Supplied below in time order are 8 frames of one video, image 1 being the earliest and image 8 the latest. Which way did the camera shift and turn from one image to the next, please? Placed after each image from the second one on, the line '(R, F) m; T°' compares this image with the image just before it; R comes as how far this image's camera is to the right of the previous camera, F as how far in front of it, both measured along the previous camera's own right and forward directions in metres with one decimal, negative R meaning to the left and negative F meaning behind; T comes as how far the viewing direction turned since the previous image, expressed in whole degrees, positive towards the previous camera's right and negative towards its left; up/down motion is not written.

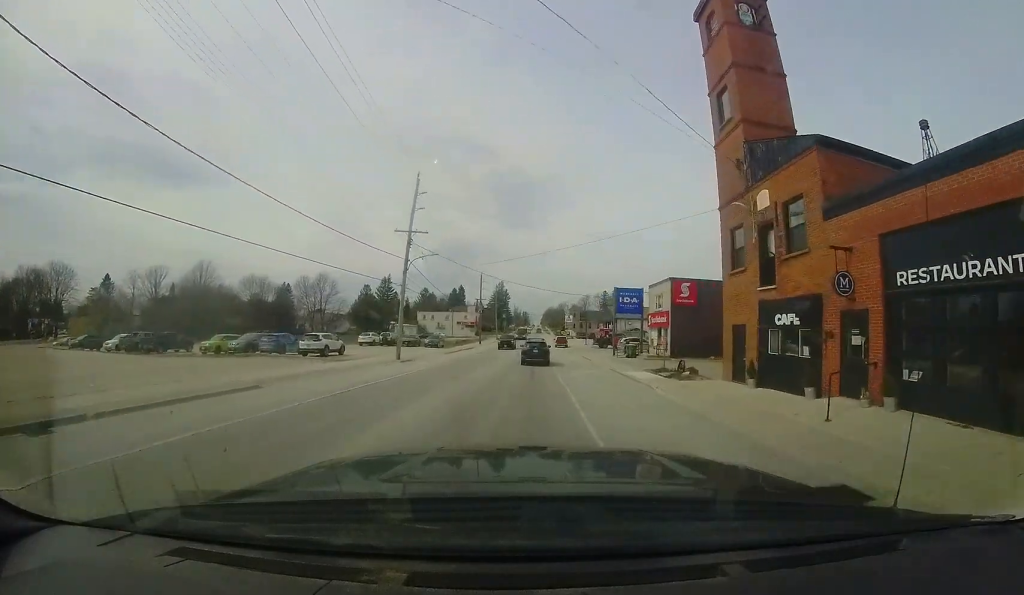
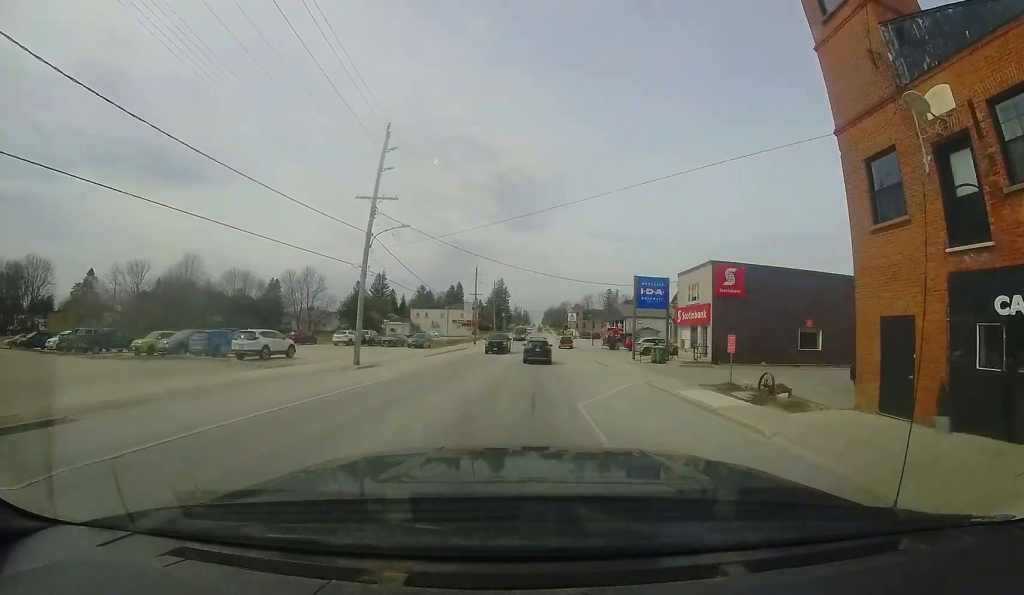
(+0.1, +7.0) m; -1°
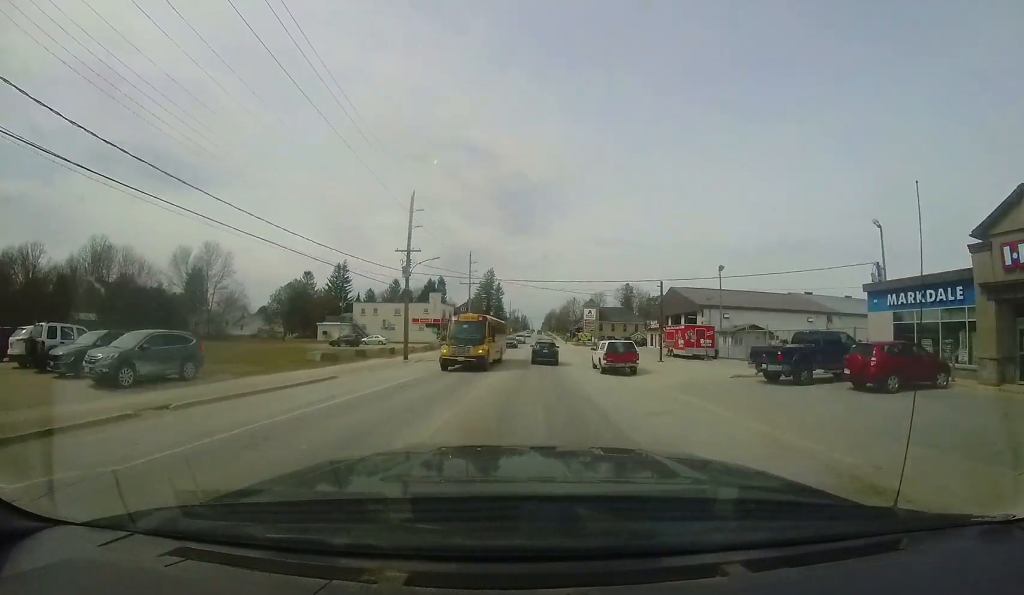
(+0.3, +33.7) m; +1°
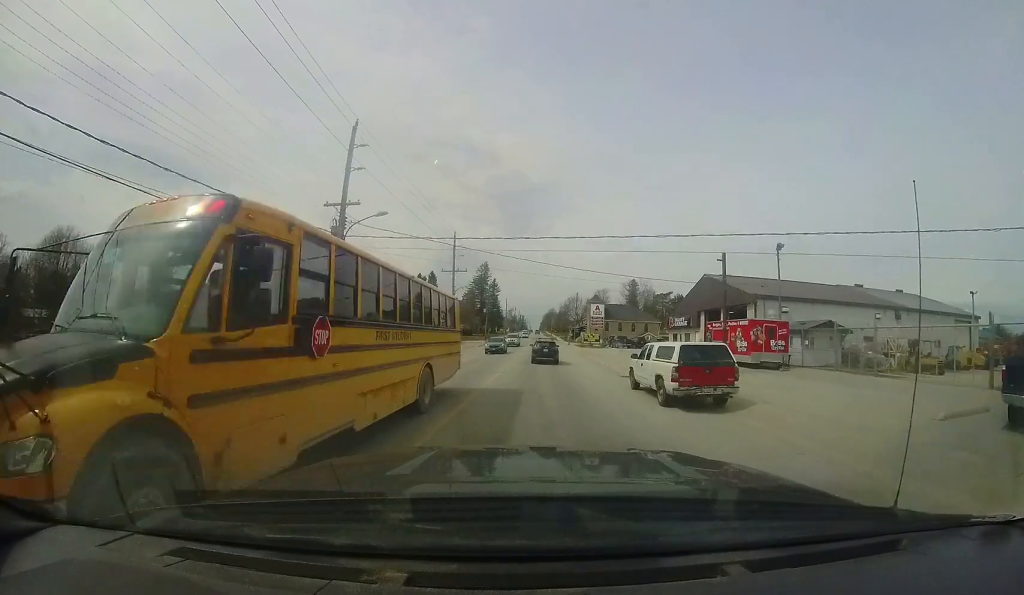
(-0.3, +10.1) m; 0°
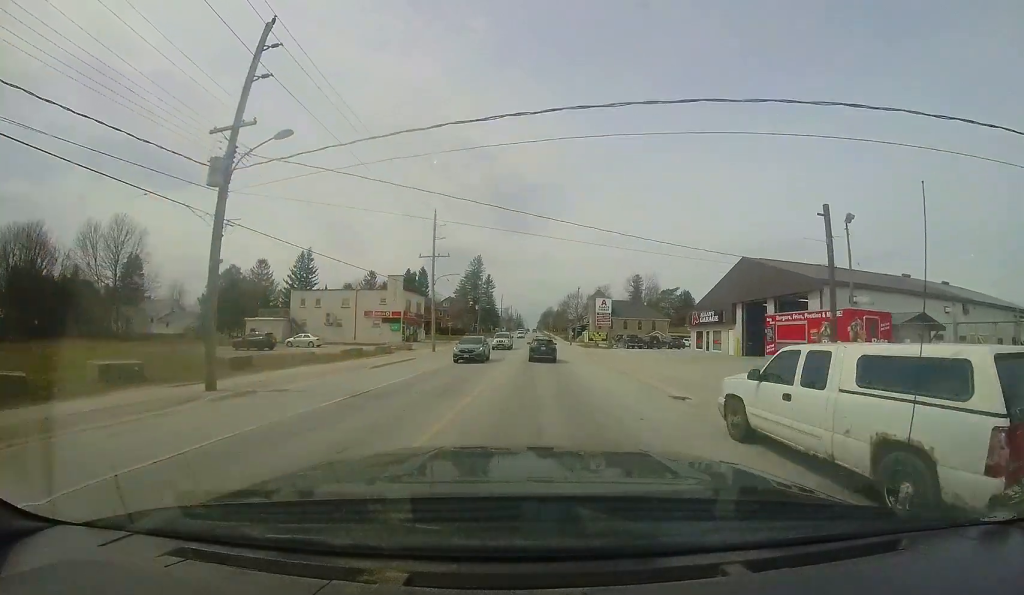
(+0.2, +7.8) m; 0°
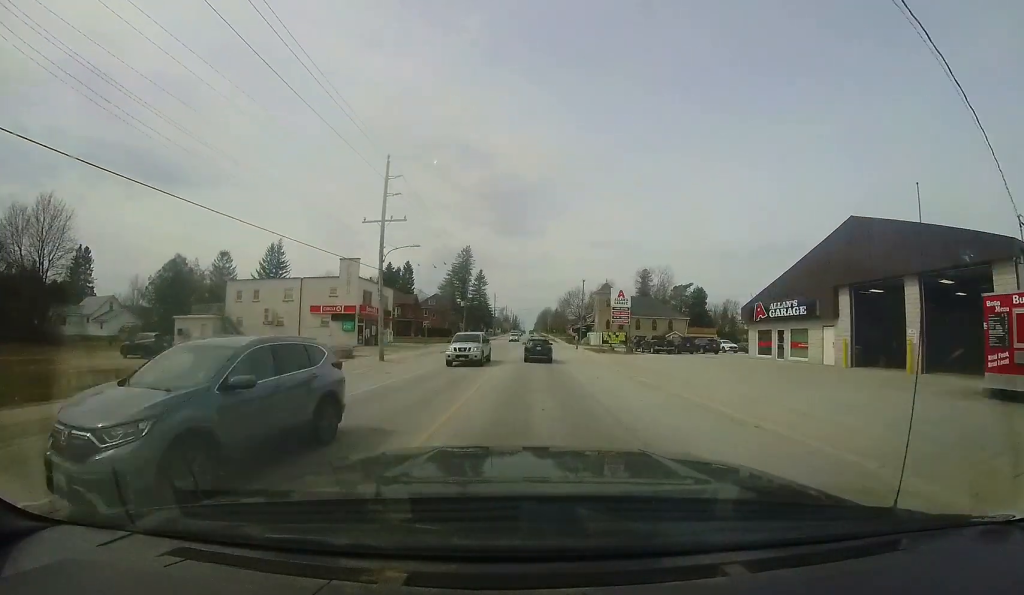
(+0.1, +12.1) m; 0°
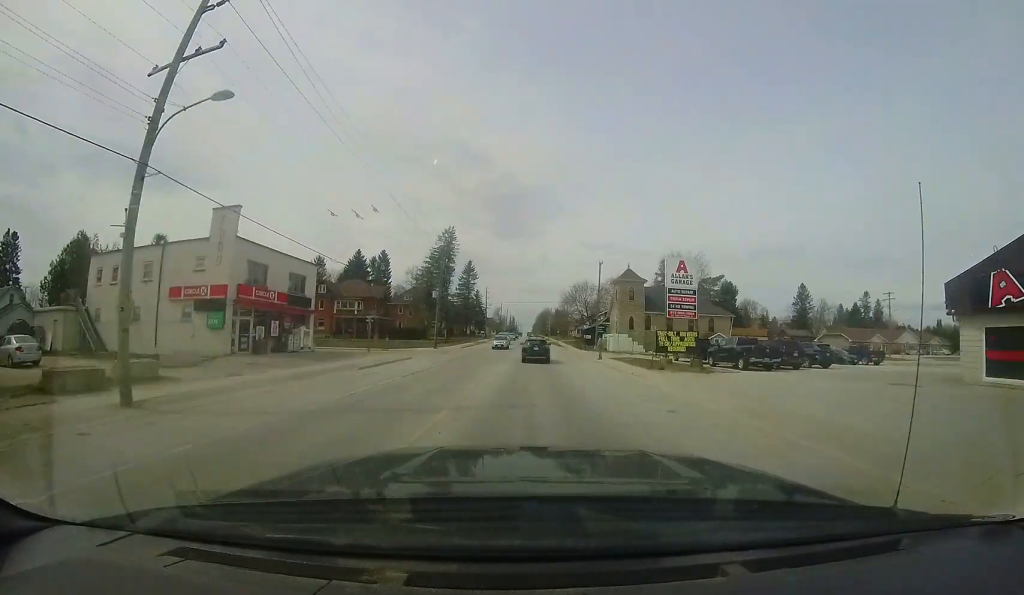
(-0.2, +17.0) m; 0°
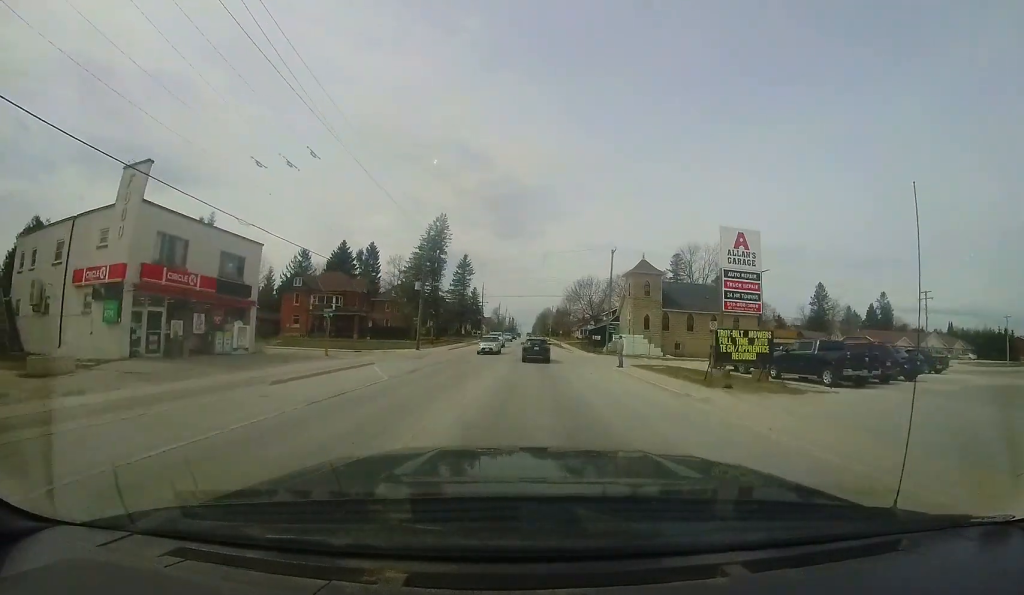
(+0.1, +7.0) m; 0°
